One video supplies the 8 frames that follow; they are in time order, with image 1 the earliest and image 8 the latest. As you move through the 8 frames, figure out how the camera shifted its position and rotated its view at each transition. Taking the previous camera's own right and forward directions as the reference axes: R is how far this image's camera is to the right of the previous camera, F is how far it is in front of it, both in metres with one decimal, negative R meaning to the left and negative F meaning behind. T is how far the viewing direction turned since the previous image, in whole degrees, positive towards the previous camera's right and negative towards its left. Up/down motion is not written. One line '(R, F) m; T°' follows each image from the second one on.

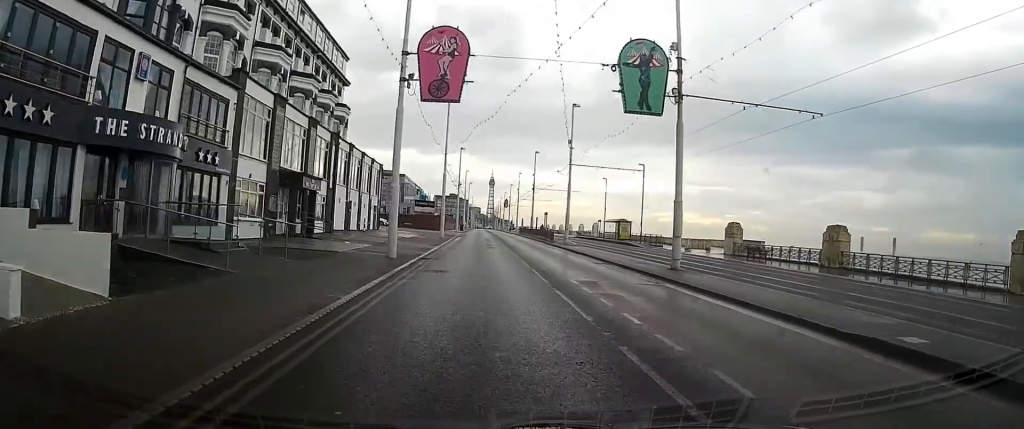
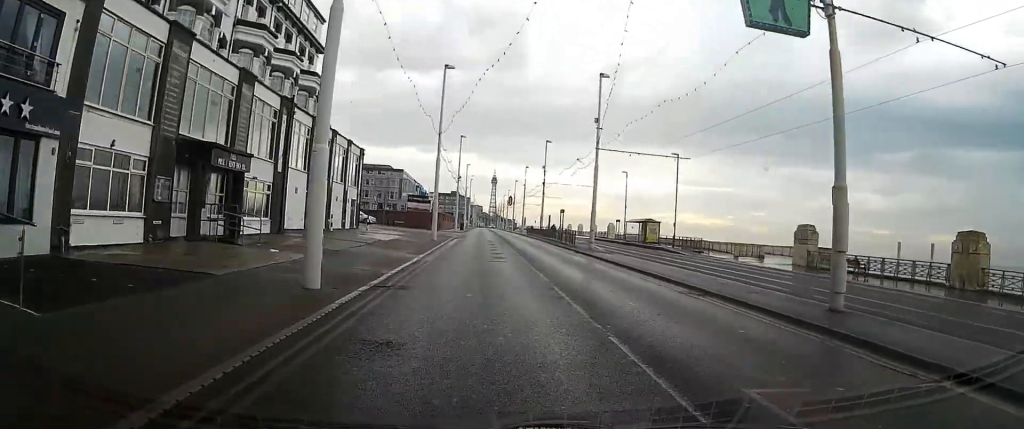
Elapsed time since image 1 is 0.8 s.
(-0.1, +10.9) m; -1°
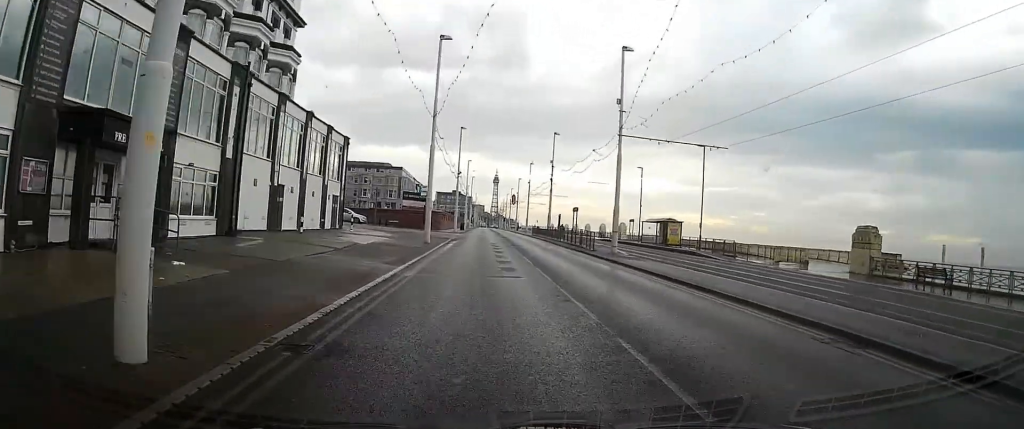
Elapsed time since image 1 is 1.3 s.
(0.0, +6.4) m; 0°
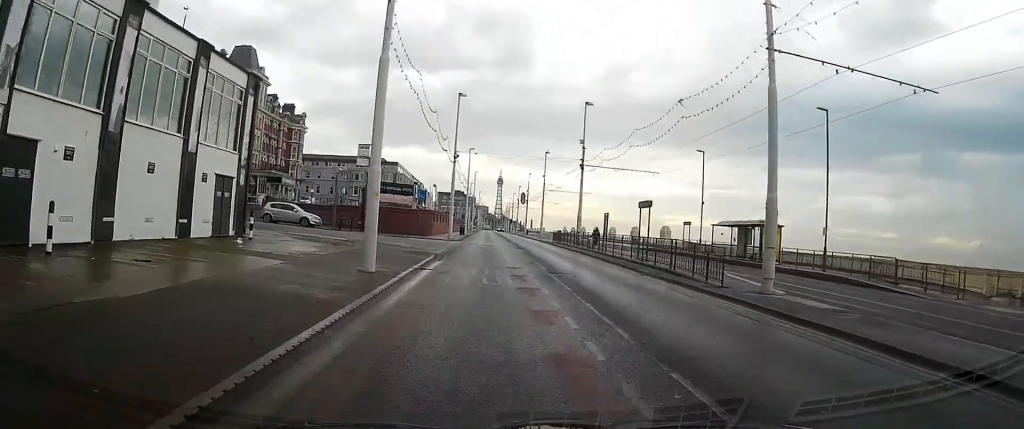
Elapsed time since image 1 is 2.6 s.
(0.0, +18.8) m; 0°
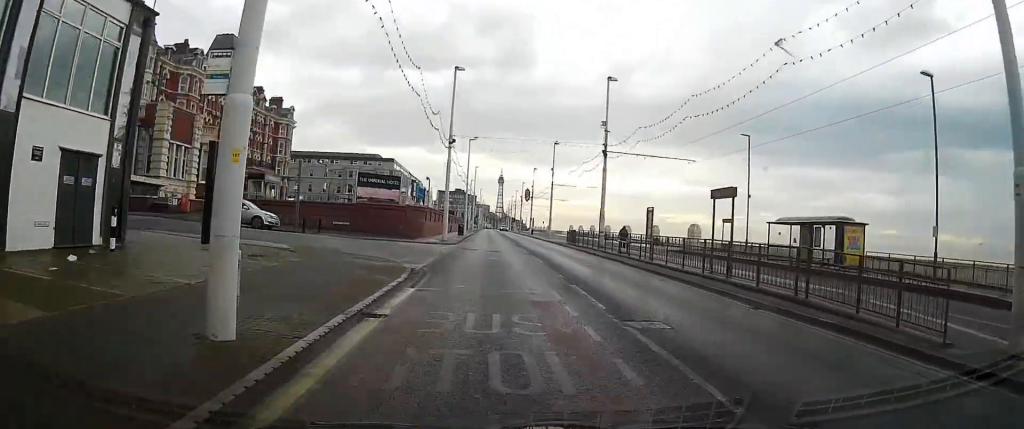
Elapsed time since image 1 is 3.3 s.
(0.0, +9.1) m; 0°
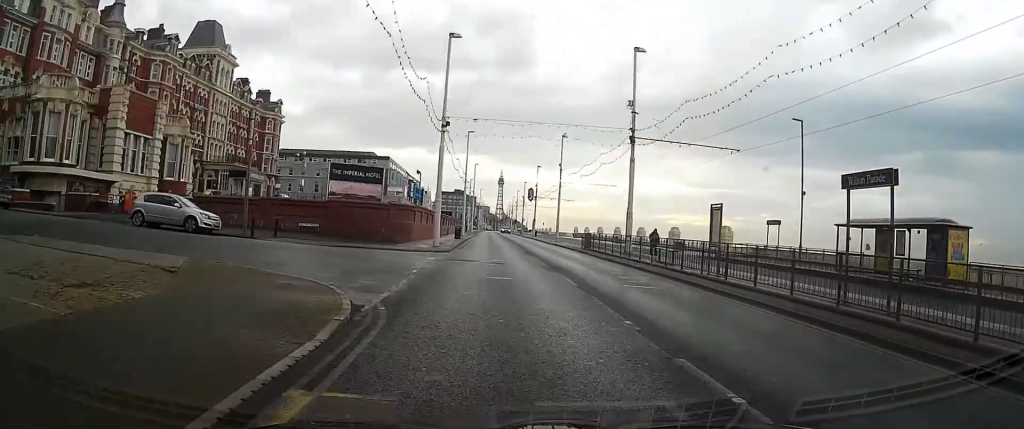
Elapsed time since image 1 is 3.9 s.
(0.0, +7.7) m; 0°
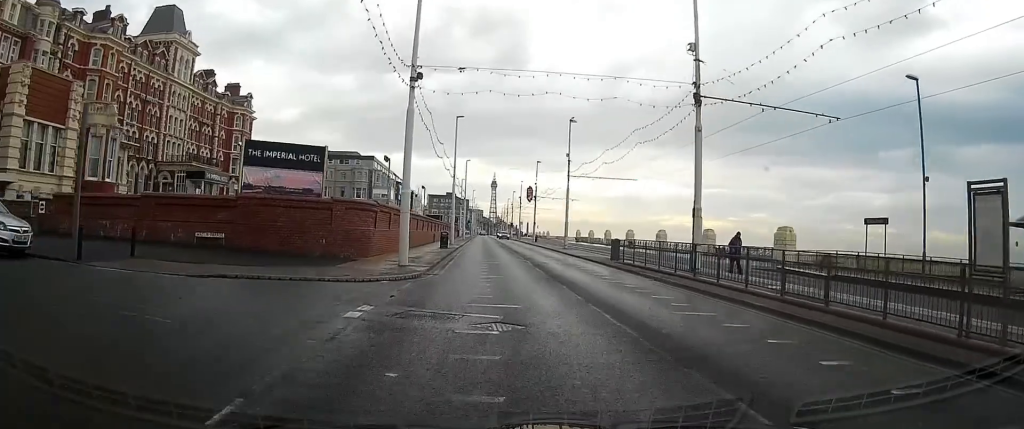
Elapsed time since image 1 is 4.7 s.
(0.0, +11.8) m; +1°
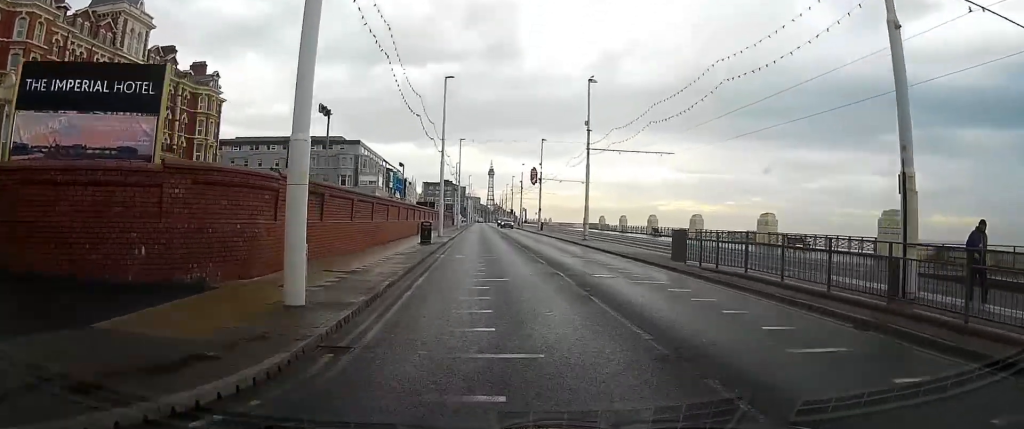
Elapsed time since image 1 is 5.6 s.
(+0.1, +12.2) m; 0°
